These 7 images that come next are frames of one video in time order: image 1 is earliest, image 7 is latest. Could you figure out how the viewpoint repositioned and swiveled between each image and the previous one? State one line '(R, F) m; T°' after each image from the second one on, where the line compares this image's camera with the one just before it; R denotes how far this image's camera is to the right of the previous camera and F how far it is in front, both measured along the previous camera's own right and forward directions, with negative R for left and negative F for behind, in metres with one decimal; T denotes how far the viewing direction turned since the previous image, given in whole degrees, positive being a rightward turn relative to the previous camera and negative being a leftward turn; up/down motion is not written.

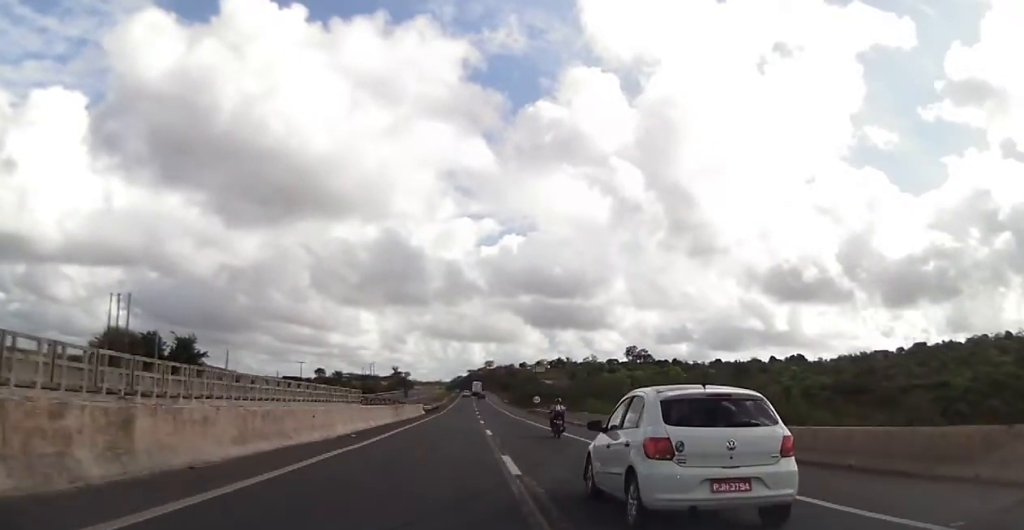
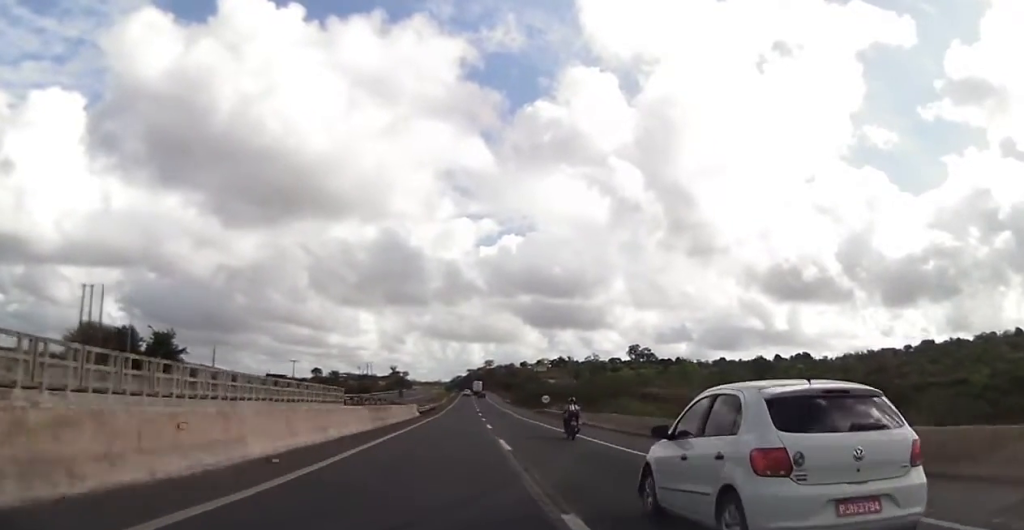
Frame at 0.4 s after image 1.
(0.0, +8.7) m; 0°
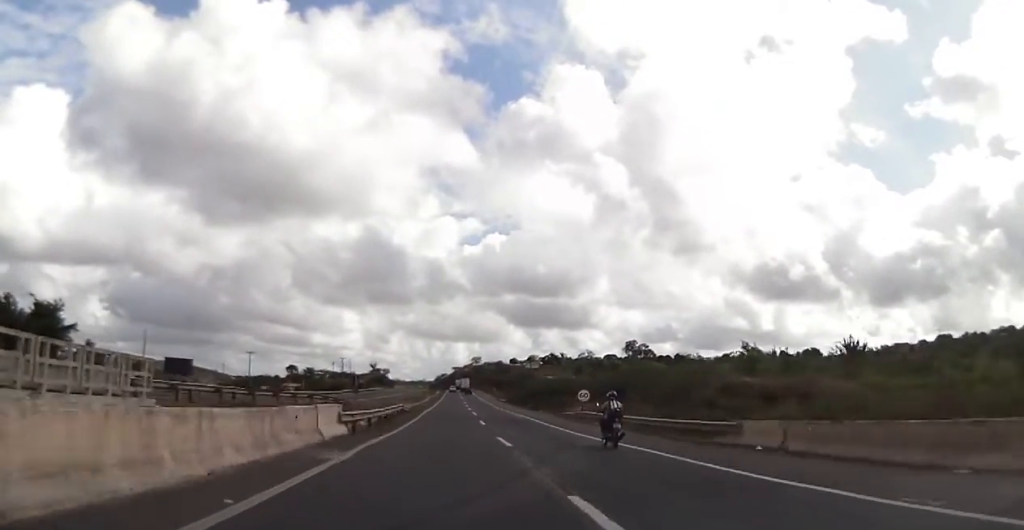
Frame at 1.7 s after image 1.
(+0.2, +29.2) m; +1°
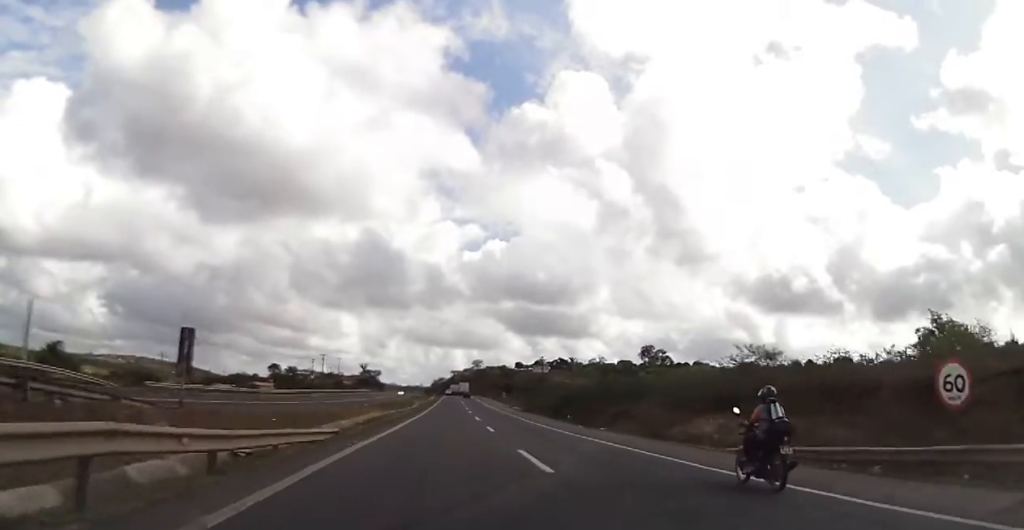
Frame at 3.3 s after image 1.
(+0.5, +37.4) m; +1°
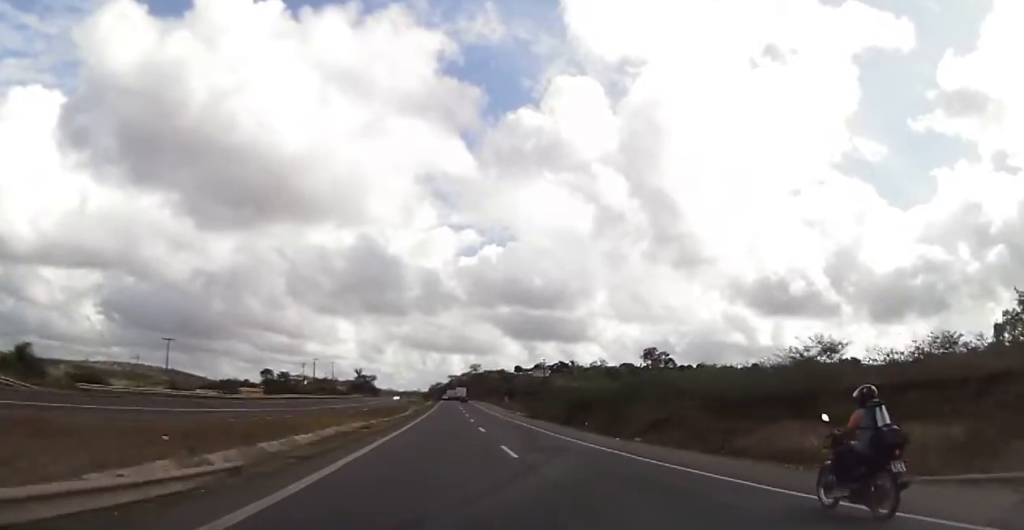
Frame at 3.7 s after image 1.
(+0.1, +10.3) m; 0°
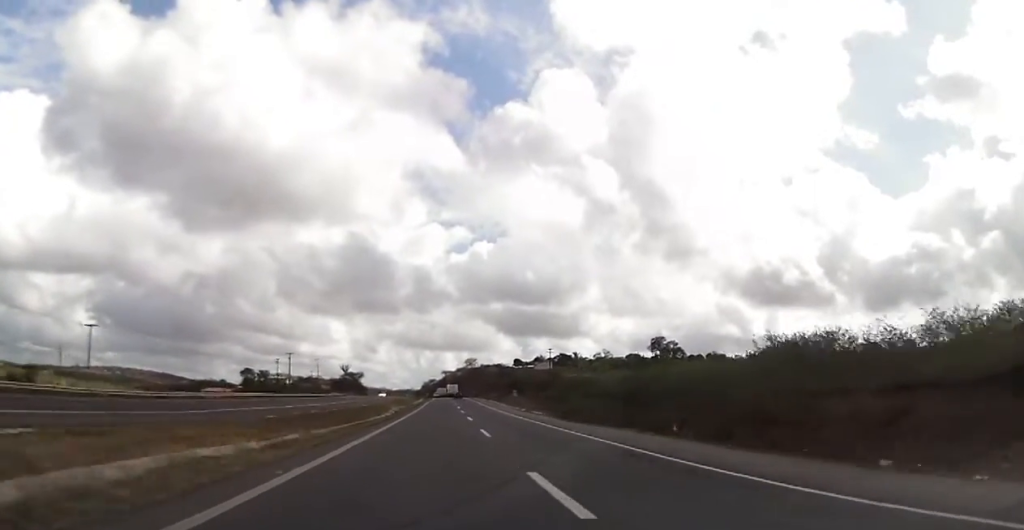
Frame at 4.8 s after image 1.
(-0.3, +25.9) m; -1°
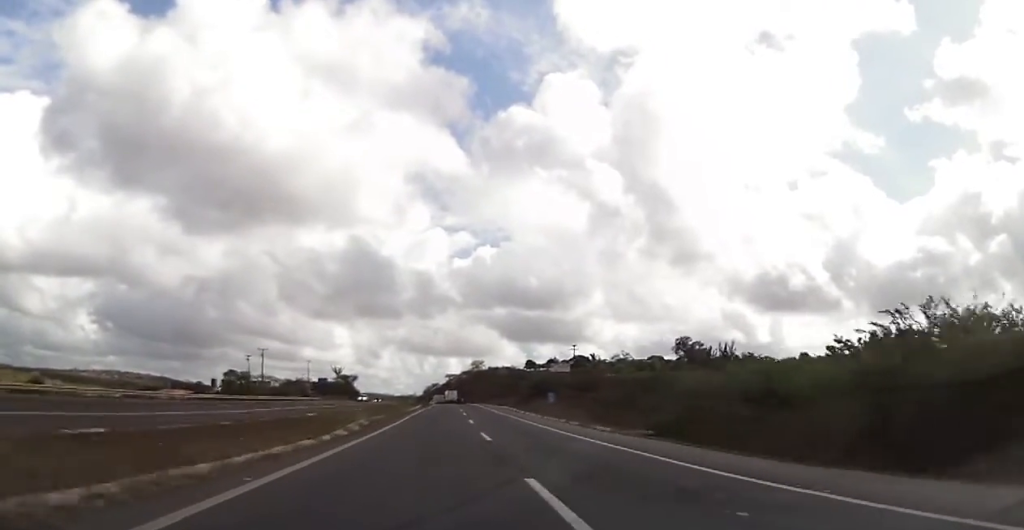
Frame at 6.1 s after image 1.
(+0.3, +32.2) m; +1°
